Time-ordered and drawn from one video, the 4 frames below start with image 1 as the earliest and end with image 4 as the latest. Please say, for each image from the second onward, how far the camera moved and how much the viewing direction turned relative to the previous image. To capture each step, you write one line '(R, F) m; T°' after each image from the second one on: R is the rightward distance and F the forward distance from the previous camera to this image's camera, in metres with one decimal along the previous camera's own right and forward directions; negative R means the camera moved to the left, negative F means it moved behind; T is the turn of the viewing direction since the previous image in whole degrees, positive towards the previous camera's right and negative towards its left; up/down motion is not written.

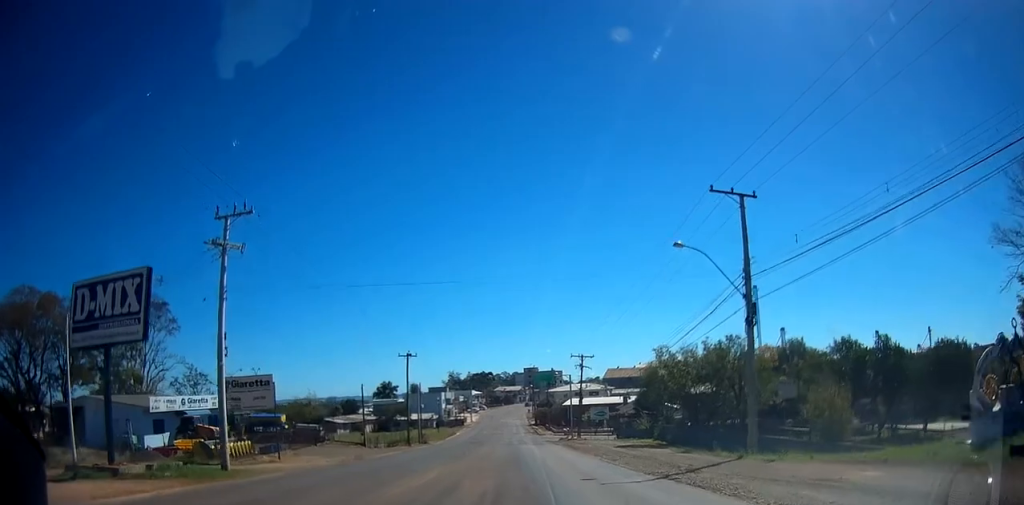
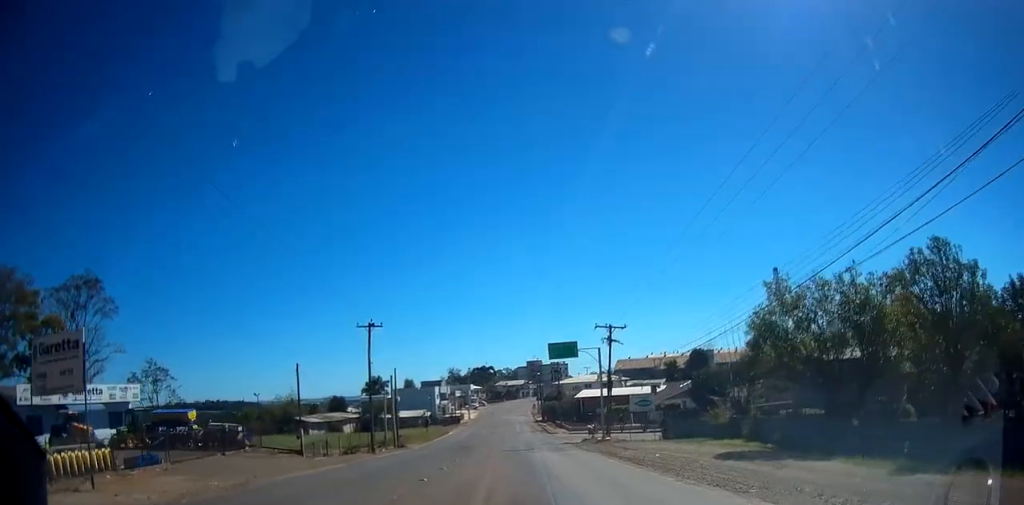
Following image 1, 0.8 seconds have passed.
(-0.2, +18.4) m; 0°
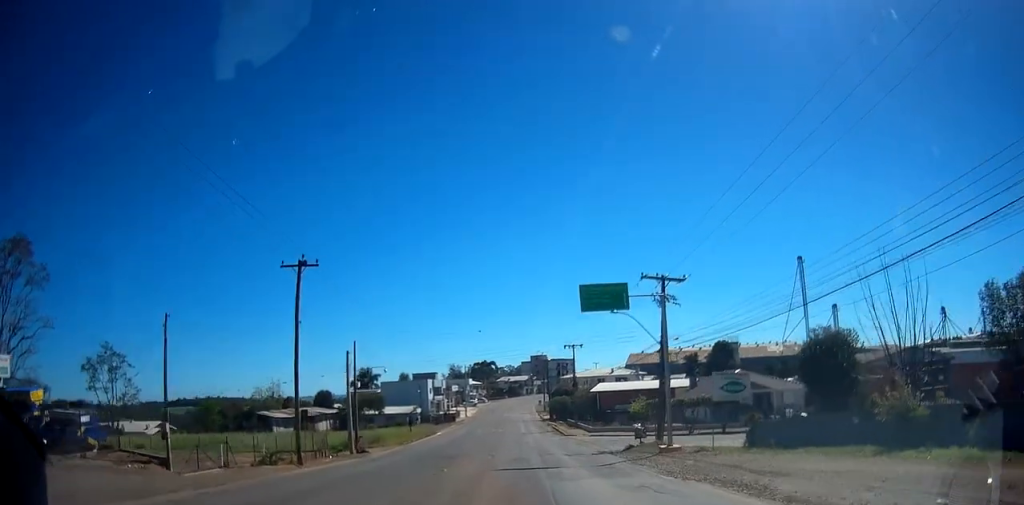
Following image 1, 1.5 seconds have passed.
(+0.2, +17.1) m; 0°
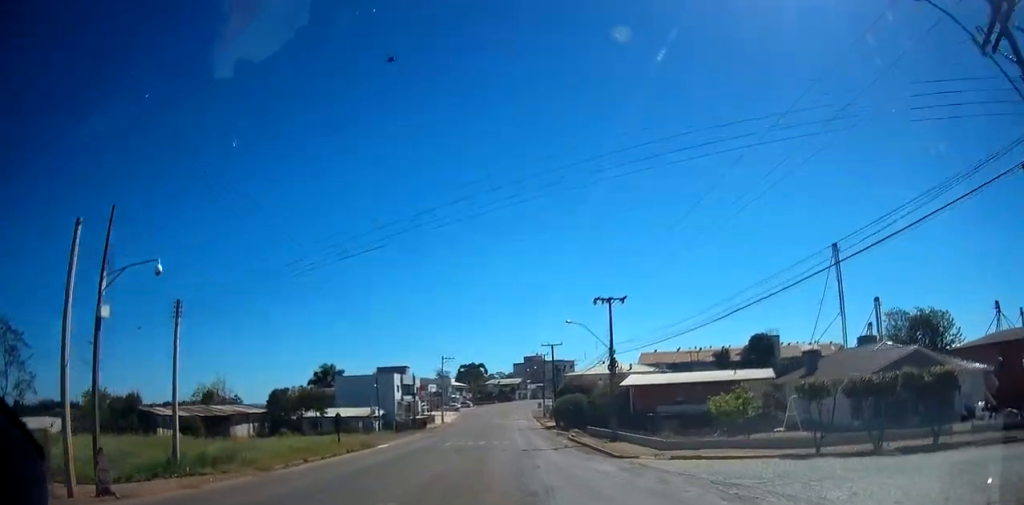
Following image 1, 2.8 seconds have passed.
(-0.1, +29.5) m; -1°
